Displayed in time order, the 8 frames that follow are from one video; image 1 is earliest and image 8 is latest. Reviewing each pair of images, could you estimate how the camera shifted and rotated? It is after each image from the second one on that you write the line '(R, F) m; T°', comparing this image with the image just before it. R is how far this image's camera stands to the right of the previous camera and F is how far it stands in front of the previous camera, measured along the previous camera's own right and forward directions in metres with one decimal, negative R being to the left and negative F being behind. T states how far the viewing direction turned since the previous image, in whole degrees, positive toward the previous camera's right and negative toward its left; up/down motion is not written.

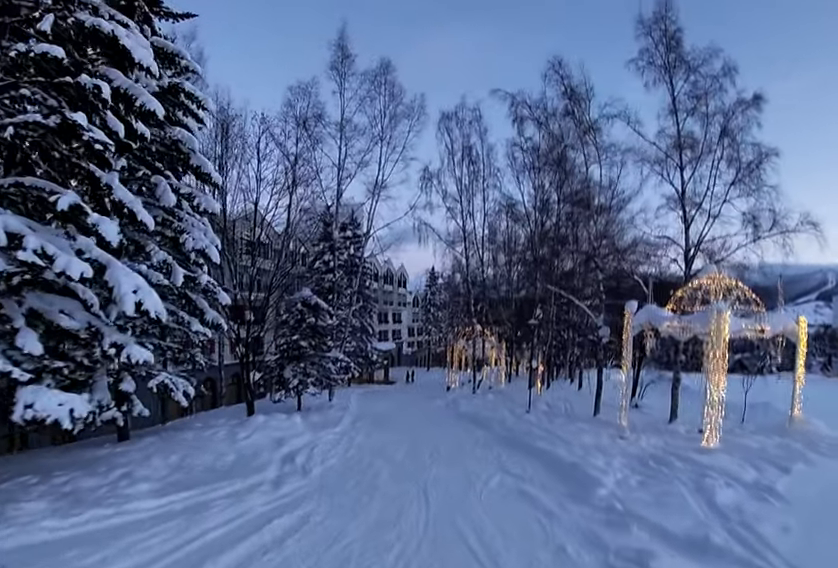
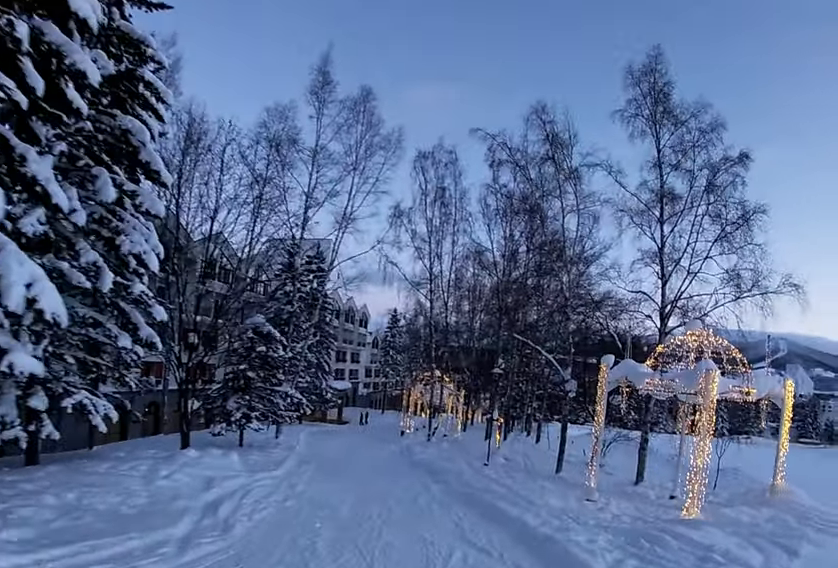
(+0.4, +1.6) m; +3°
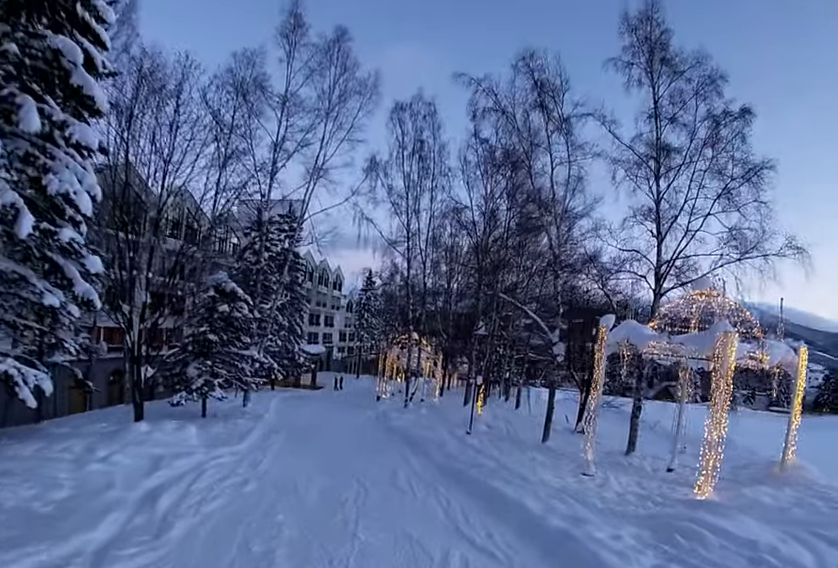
(+0.2, +1.7) m; +1°
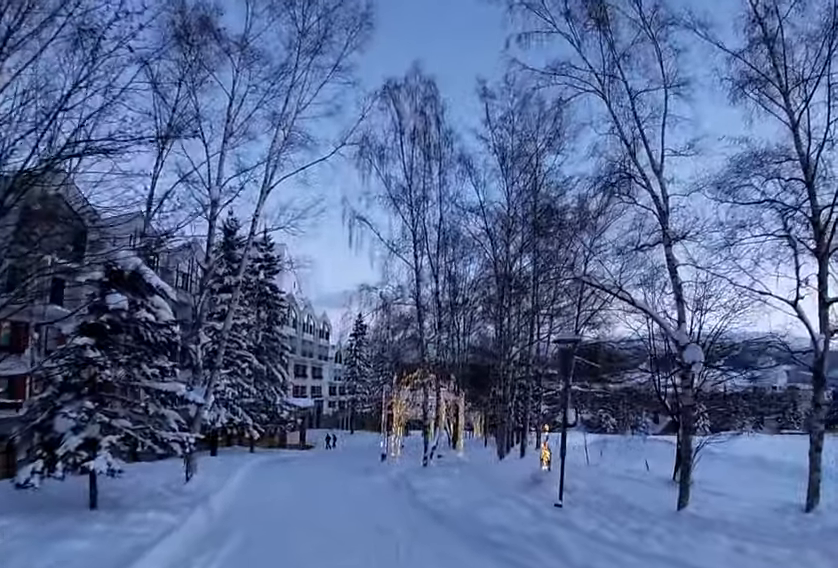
(-2.2, +8.1) m; -13°
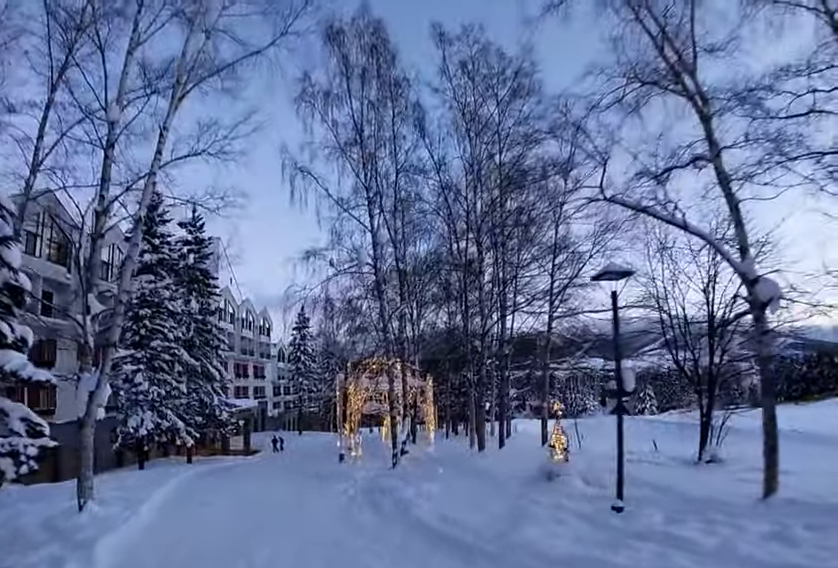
(+0.5, +3.9) m; +7°
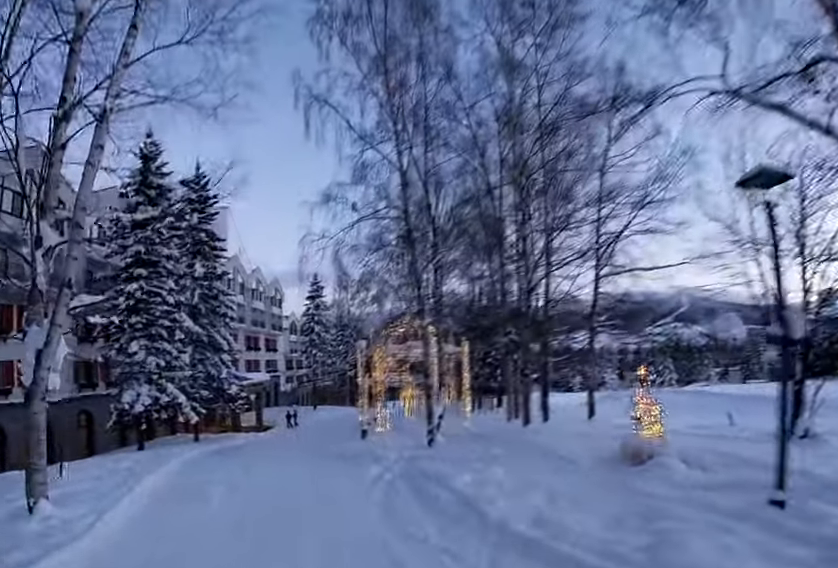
(0.0, +2.8) m; -8°
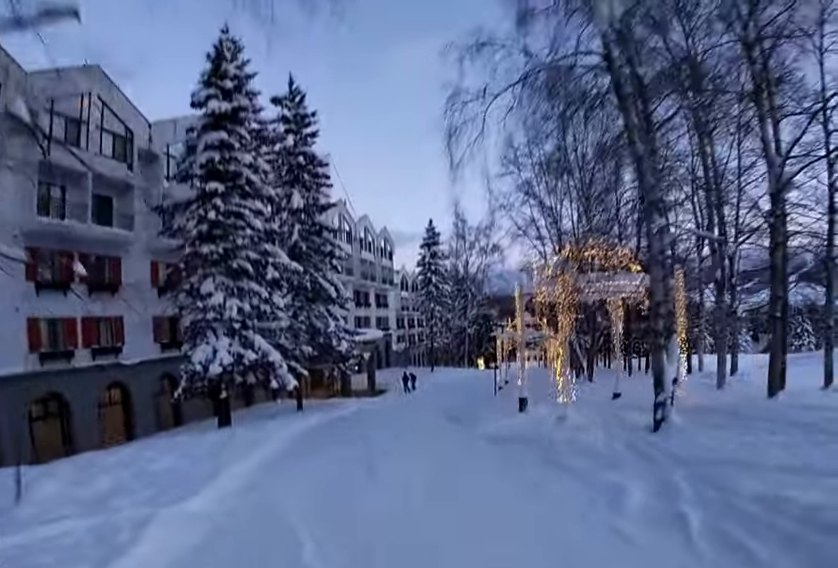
(-0.9, +5.4) m; -7°
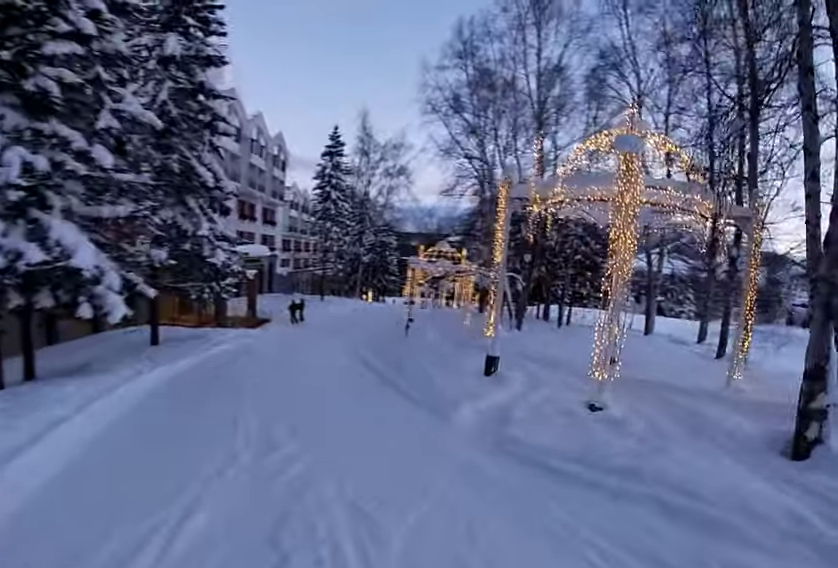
(+0.7, +6.1) m; +13°
